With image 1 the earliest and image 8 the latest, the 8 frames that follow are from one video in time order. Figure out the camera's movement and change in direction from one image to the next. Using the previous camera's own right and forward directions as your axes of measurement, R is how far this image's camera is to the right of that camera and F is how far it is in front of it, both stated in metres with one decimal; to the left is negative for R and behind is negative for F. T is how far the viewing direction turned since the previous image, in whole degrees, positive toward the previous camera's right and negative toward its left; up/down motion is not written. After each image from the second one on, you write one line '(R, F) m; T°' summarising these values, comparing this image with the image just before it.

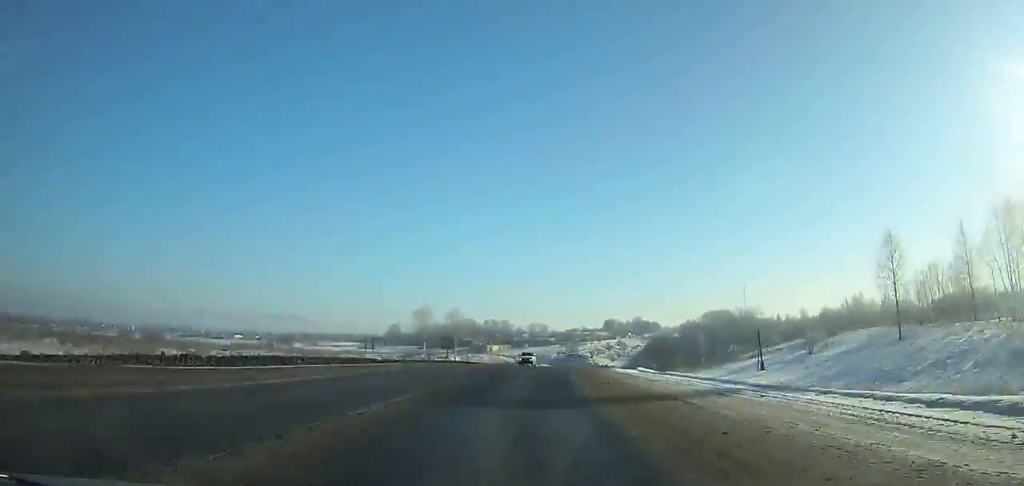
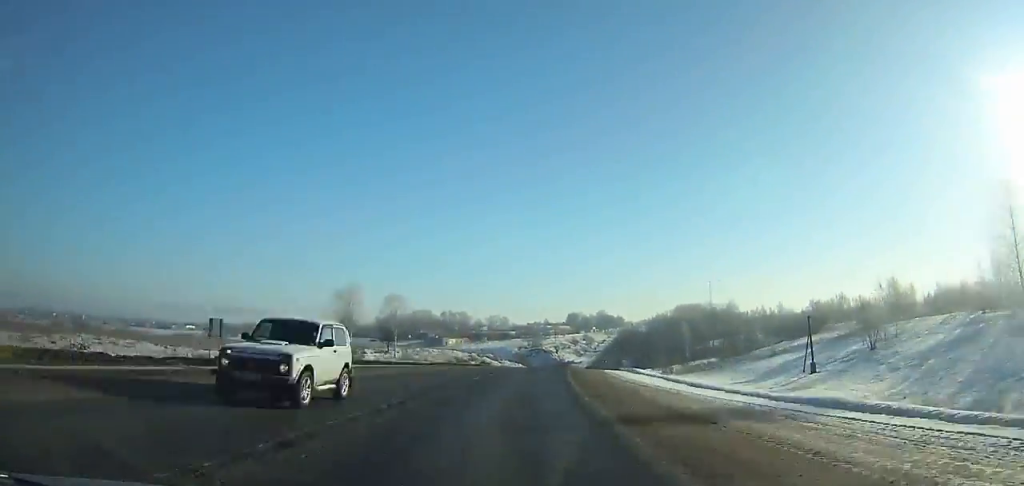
(+0.8, +27.2) m; +3°
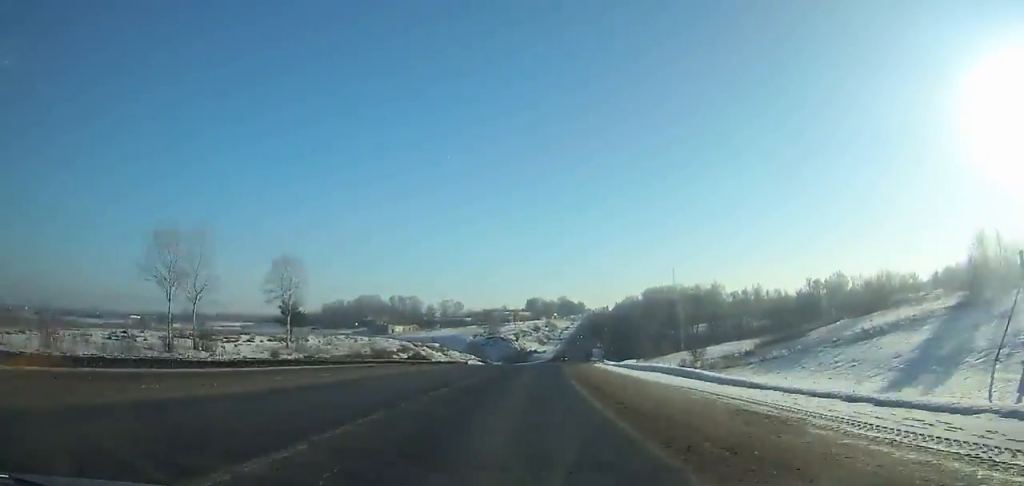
(+1.4, +35.5) m; +3°
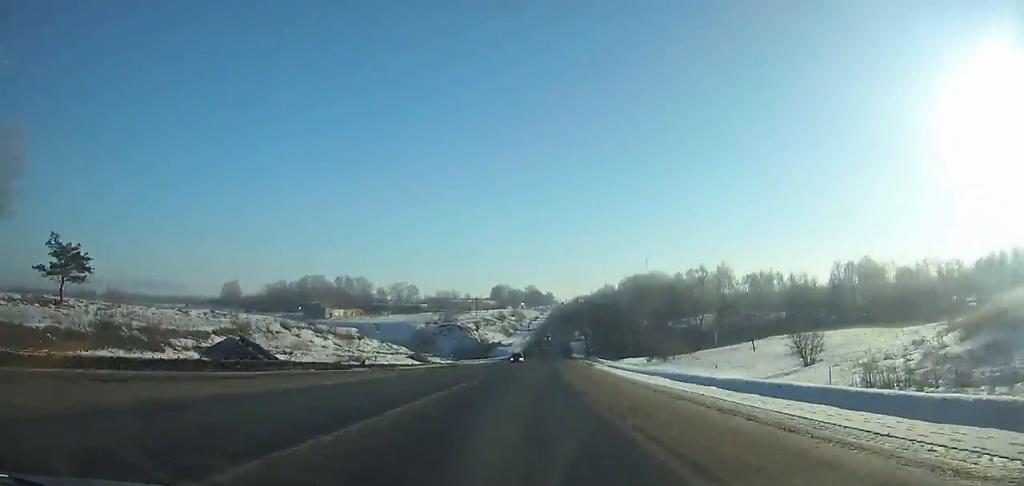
(+1.6, +46.0) m; +3°
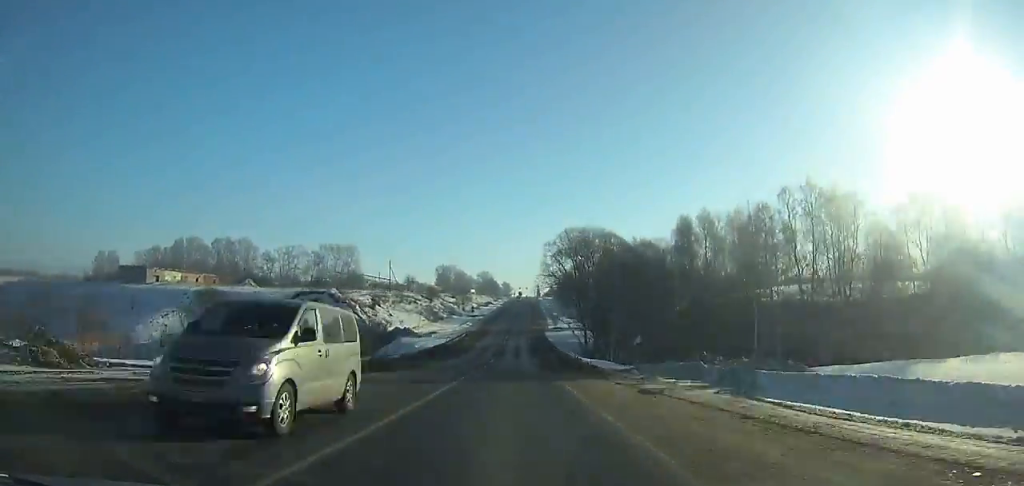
(+2.8, +94.3) m; +2°
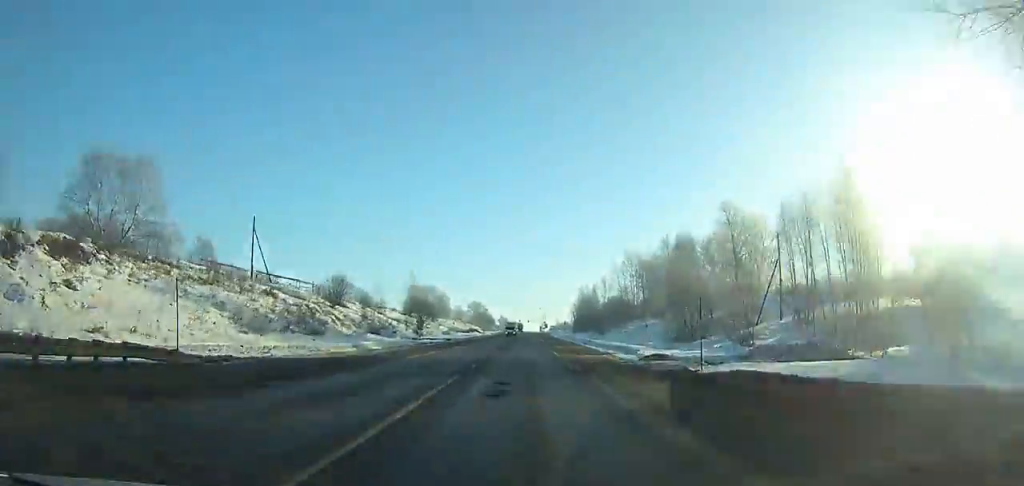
(+0.4, +84.6) m; +1°
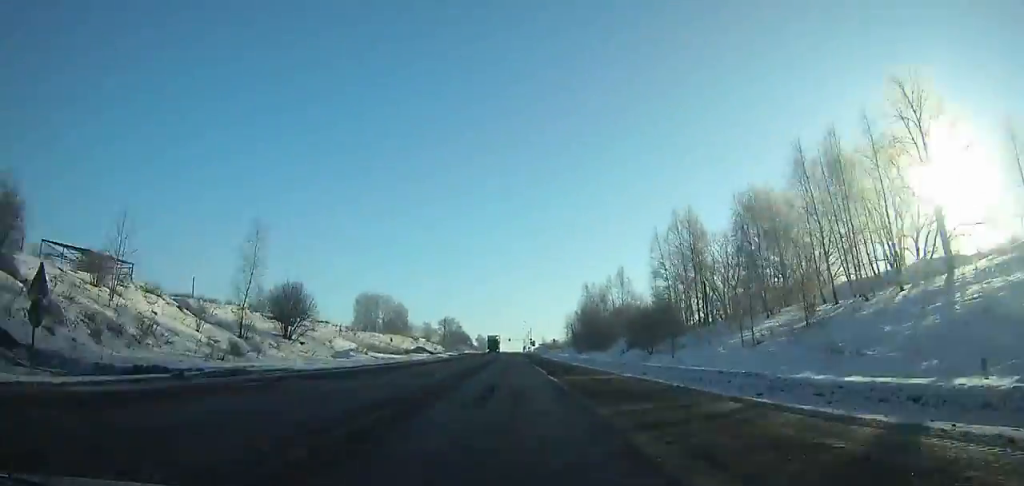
(+0.8, +60.1) m; 0°
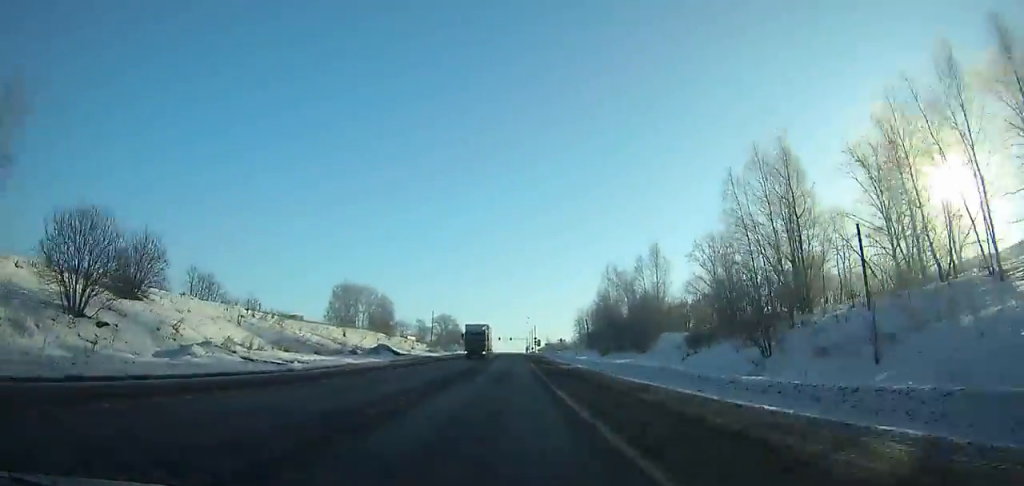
(-0.1, +29.4) m; 0°
